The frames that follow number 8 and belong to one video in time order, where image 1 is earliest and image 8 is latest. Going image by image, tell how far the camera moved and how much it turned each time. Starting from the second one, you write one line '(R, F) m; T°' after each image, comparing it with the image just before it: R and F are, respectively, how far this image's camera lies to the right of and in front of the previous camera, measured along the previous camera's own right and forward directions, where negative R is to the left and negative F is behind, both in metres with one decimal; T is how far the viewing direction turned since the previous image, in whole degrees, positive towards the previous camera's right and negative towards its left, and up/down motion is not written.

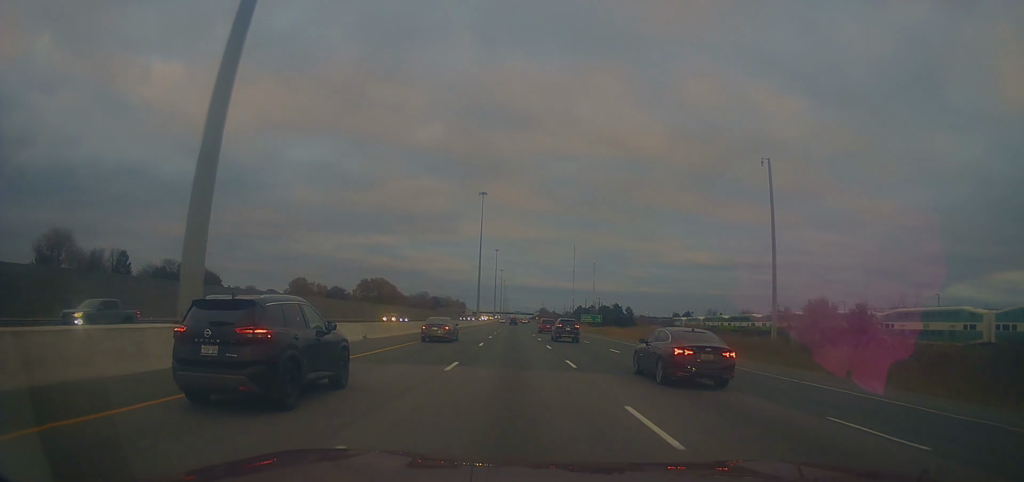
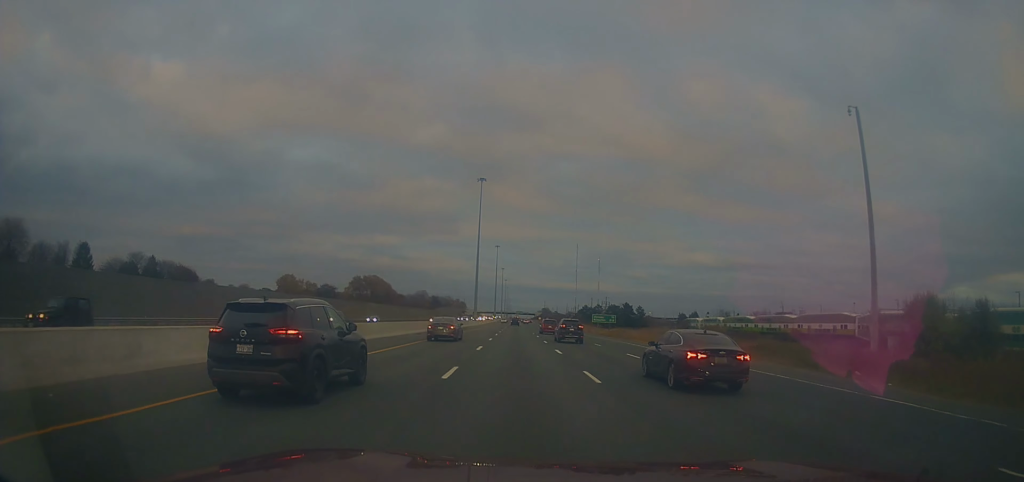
(+0.1, +16.5) m; 0°
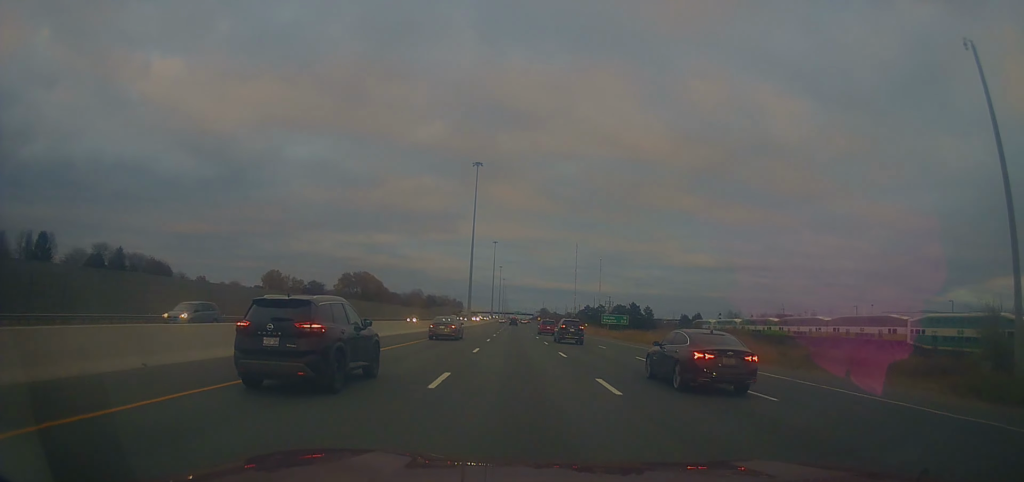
(-0.1, +14.5) m; -1°
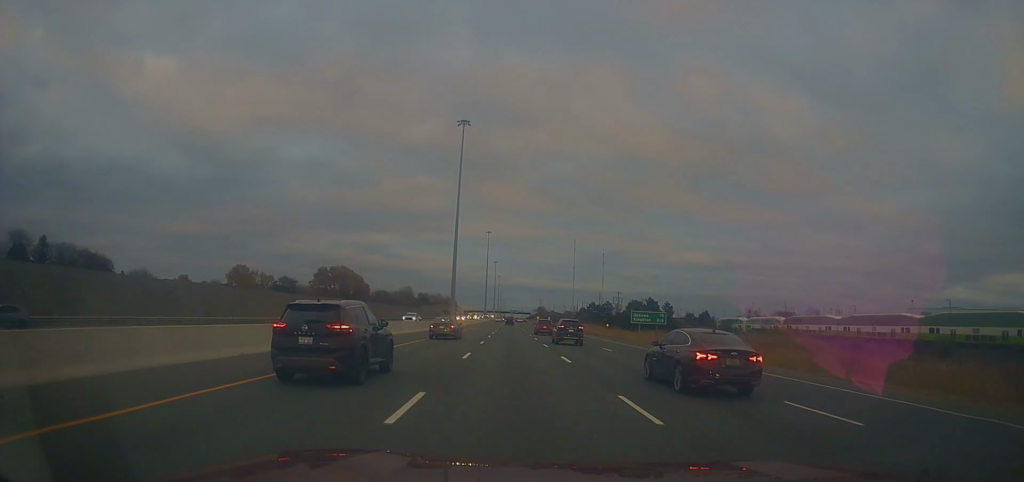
(-0.5, +27.8) m; 0°
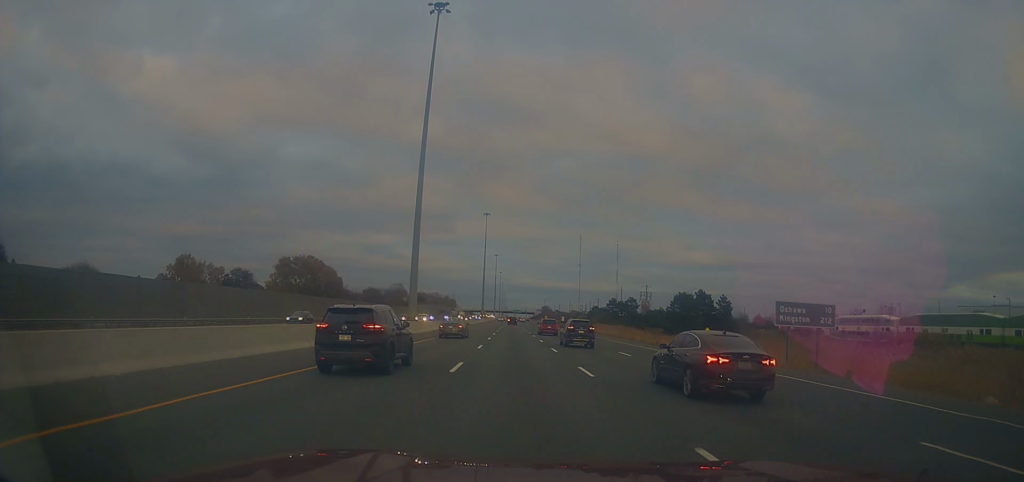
(+0.9, +41.2) m; +1°
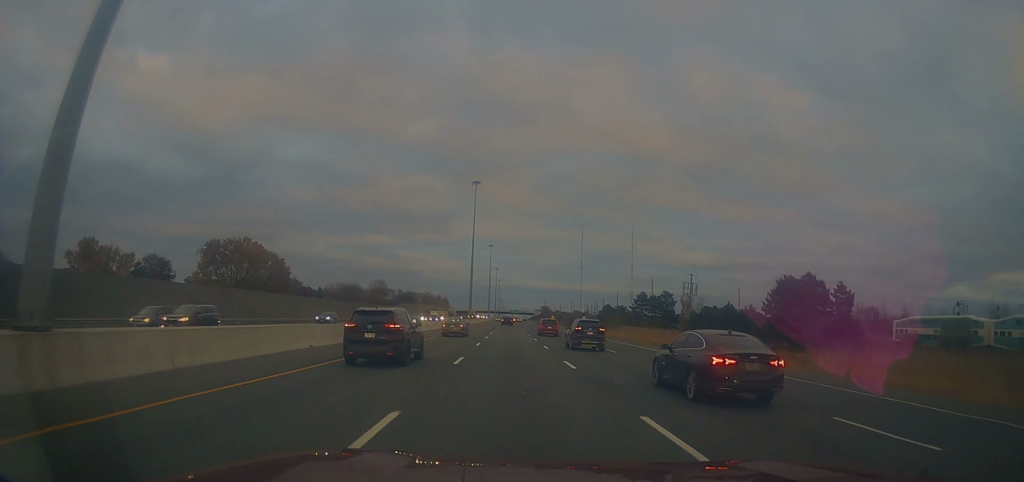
(-0.7, +46.5) m; -1°
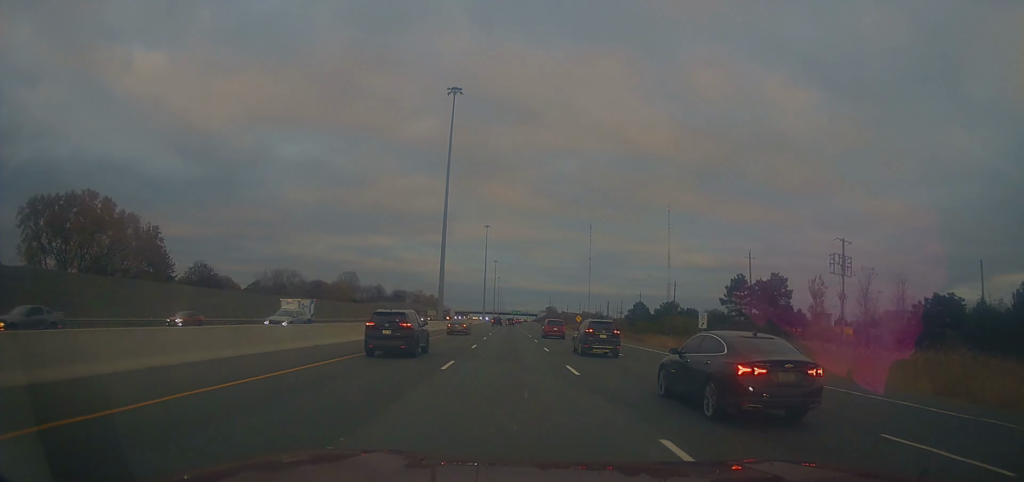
(+0.6, +63.2) m; 0°
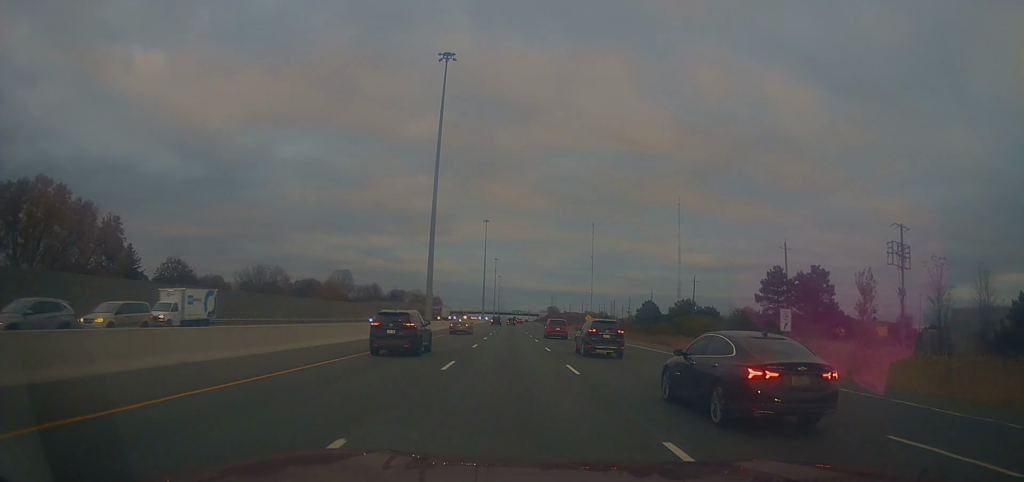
(-0.1, +12.4) m; 0°
